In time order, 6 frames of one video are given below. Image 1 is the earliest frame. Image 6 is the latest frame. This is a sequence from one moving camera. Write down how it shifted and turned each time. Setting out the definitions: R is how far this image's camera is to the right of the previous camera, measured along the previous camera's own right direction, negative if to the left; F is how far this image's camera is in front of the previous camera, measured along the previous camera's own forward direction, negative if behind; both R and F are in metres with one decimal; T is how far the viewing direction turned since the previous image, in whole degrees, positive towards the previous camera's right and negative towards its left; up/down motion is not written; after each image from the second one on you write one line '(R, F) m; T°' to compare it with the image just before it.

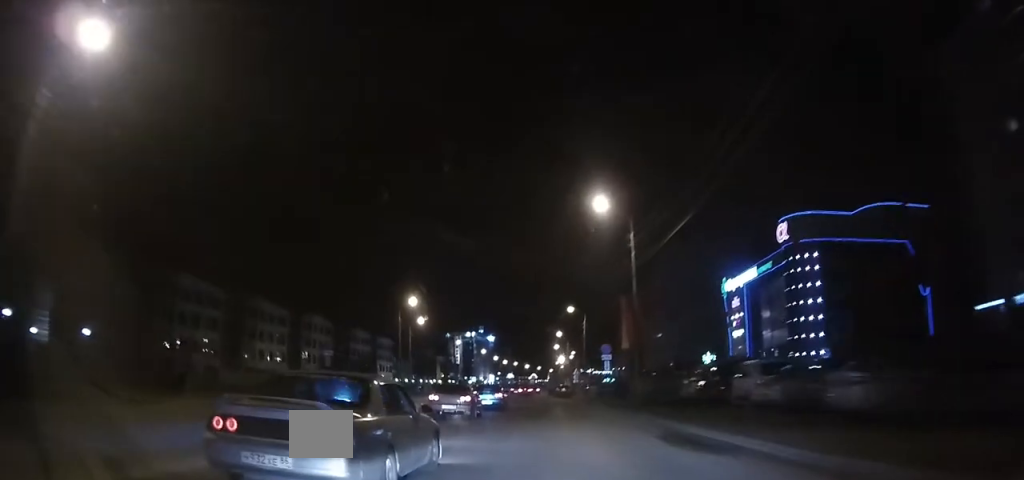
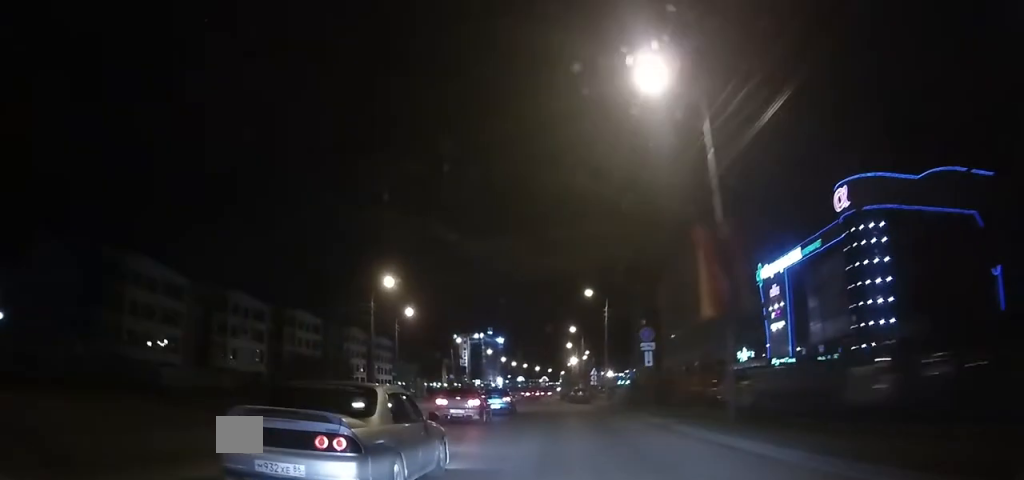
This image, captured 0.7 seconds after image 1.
(+0.1, +15.4) m; +1°
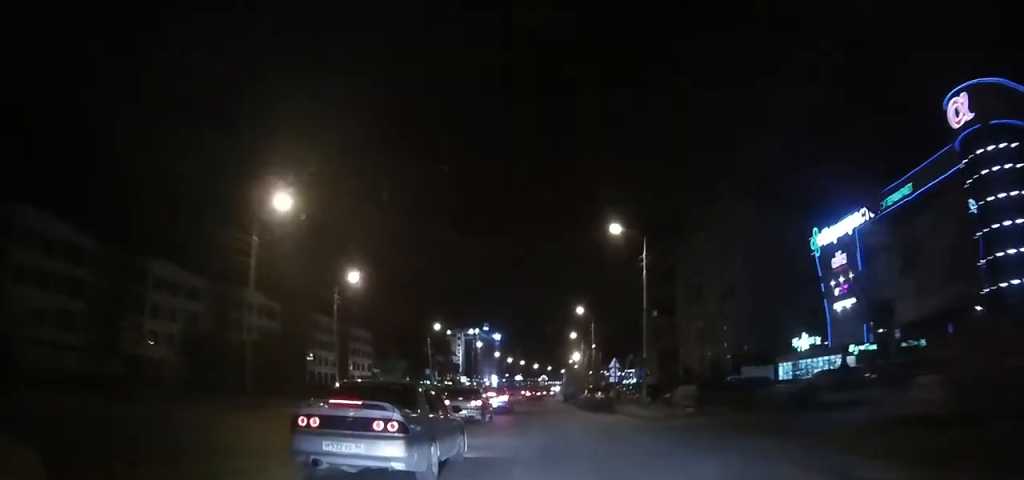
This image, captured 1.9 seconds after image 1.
(-0.1, +27.1) m; -1°
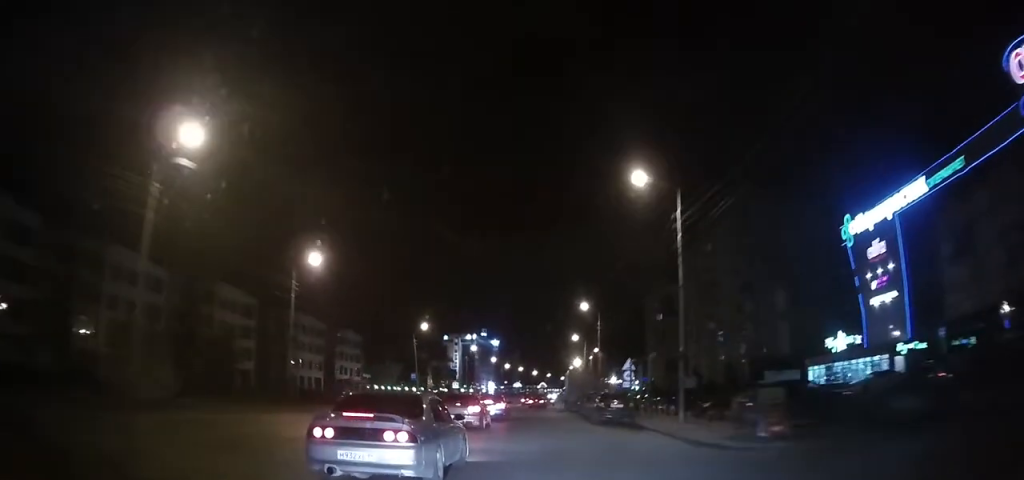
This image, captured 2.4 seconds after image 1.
(-0.2, +11.8) m; -1°
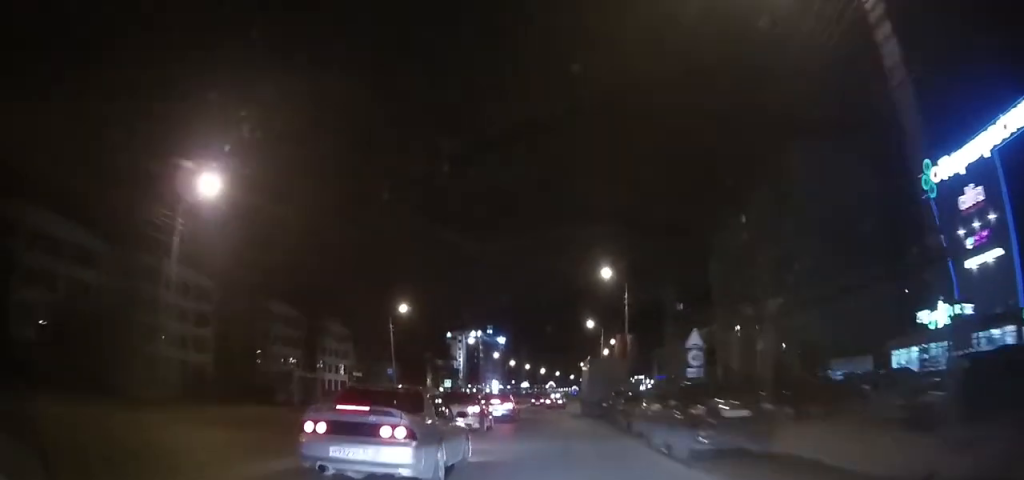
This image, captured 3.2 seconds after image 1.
(-0.1, +19.4) m; 0°
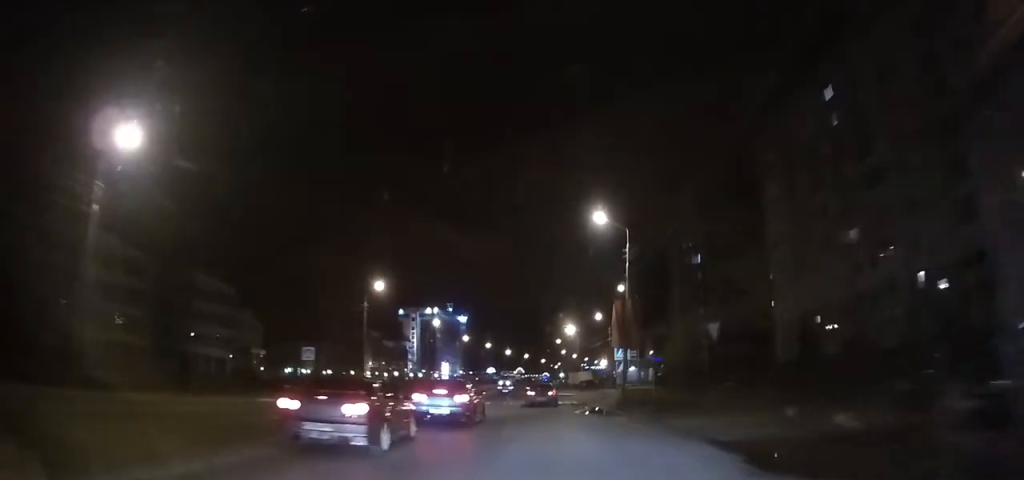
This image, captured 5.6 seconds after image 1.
(0.0, +42.4) m; 0°
